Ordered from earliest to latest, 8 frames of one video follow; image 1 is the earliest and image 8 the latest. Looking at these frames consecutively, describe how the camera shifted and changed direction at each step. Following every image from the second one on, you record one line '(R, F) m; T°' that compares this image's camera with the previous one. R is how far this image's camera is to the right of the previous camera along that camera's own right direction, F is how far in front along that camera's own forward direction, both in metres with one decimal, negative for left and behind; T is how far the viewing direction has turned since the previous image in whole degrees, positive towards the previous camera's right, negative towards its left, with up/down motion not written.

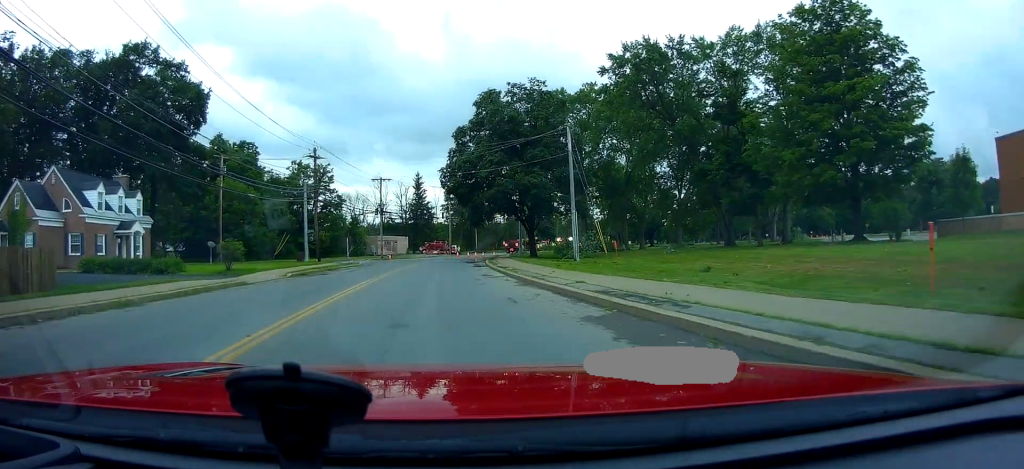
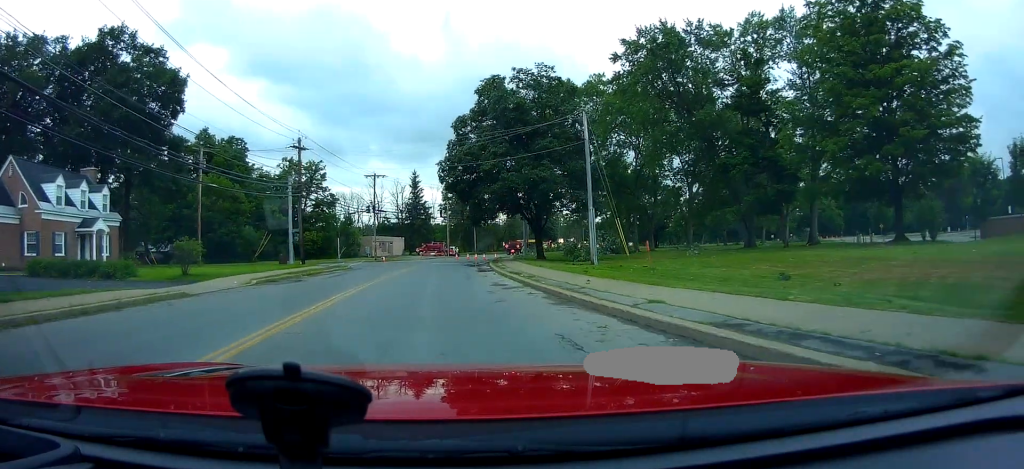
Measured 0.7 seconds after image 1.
(+0.2, +5.2) m; +3°
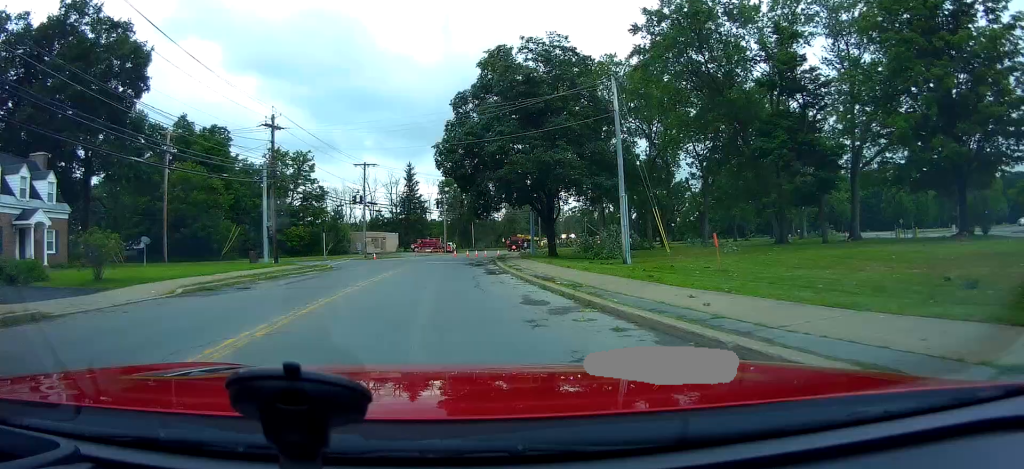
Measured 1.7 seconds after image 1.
(+0.3, +7.2) m; 0°
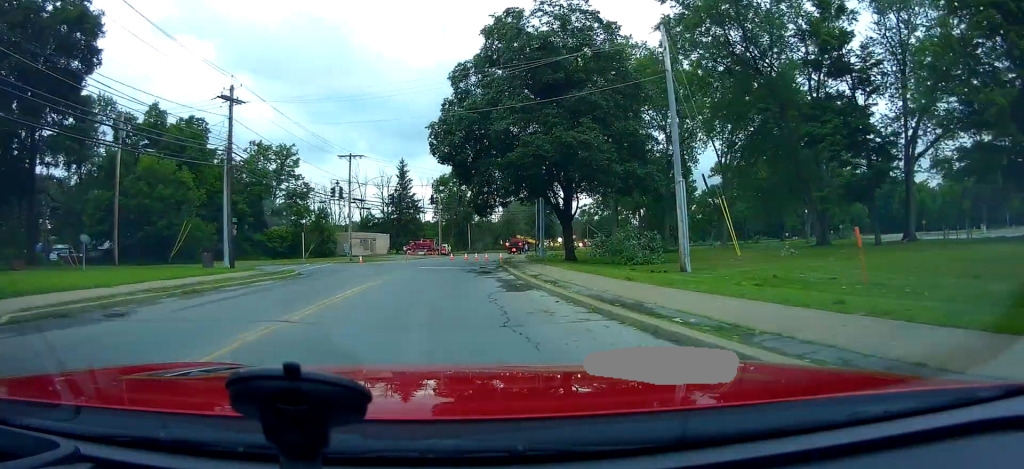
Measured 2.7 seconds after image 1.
(-0.5, +8.2) m; -3°
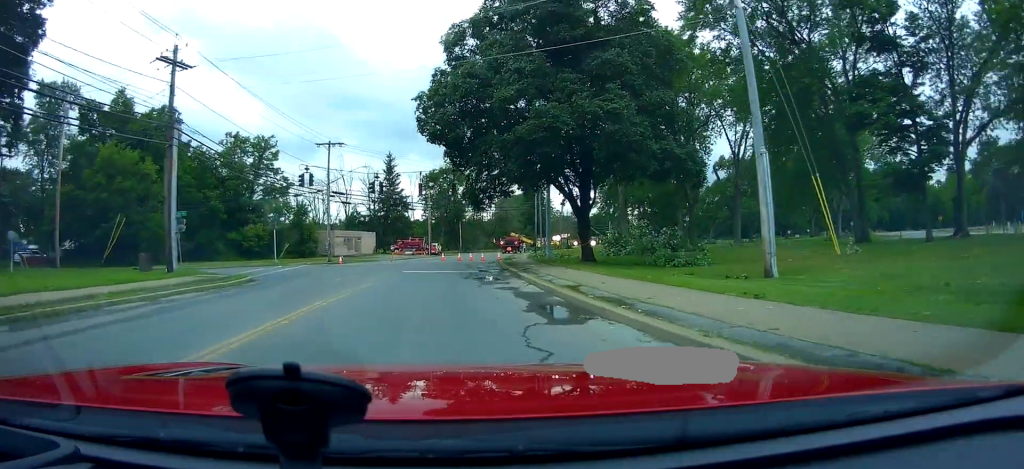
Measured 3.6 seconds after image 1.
(0.0, +7.0) m; 0°
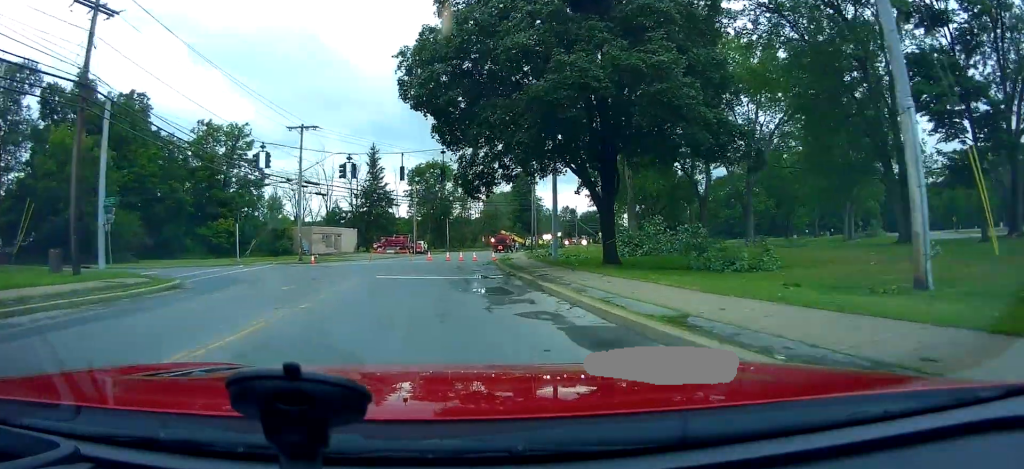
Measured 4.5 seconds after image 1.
(+0.2, +6.6) m; 0°
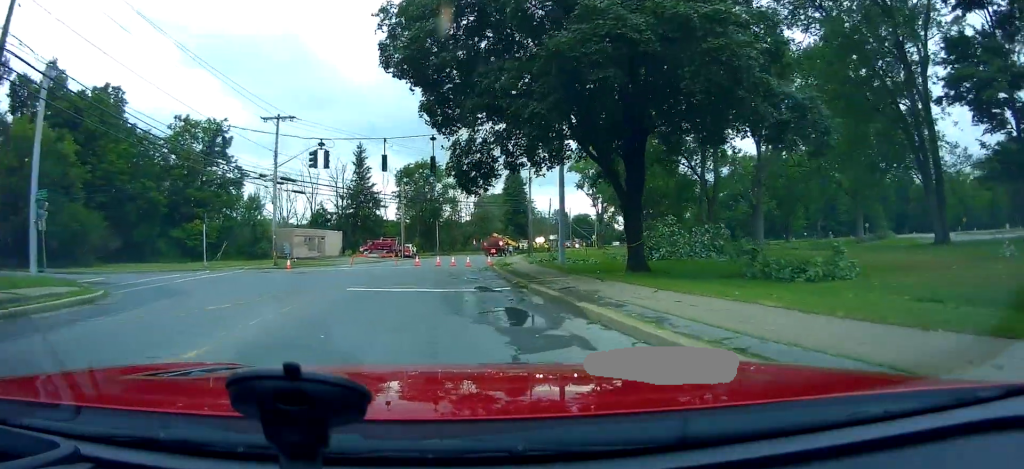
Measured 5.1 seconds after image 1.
(-0.7, +4.8) m; 0°
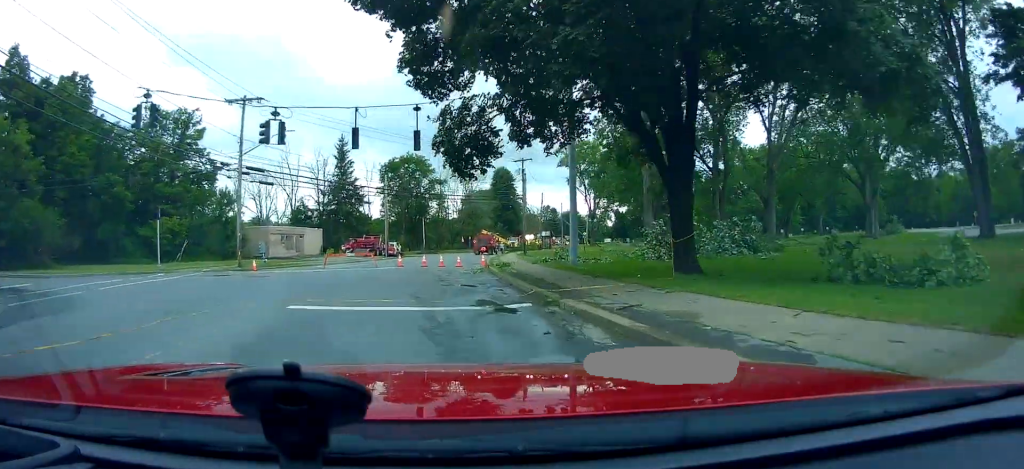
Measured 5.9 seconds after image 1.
(+0.7, +5.4) m; +4°
